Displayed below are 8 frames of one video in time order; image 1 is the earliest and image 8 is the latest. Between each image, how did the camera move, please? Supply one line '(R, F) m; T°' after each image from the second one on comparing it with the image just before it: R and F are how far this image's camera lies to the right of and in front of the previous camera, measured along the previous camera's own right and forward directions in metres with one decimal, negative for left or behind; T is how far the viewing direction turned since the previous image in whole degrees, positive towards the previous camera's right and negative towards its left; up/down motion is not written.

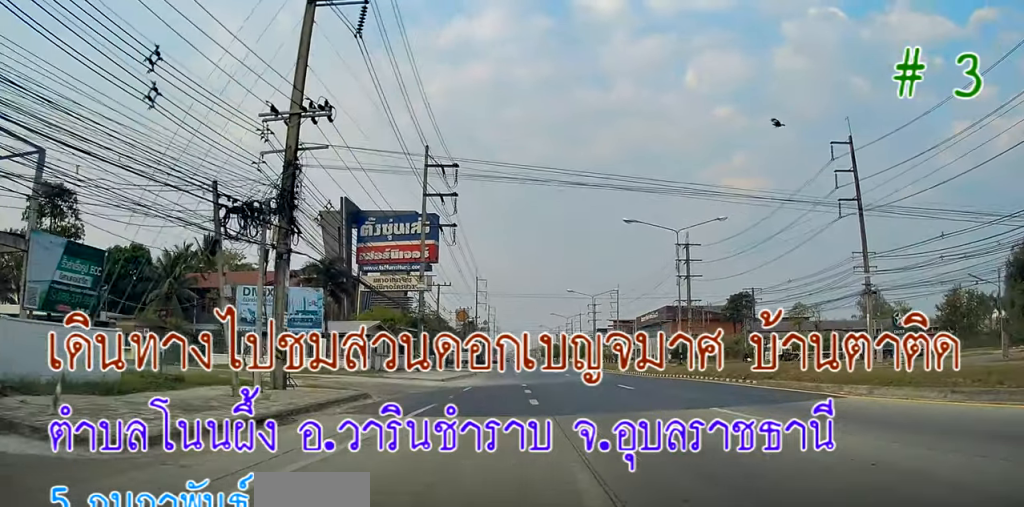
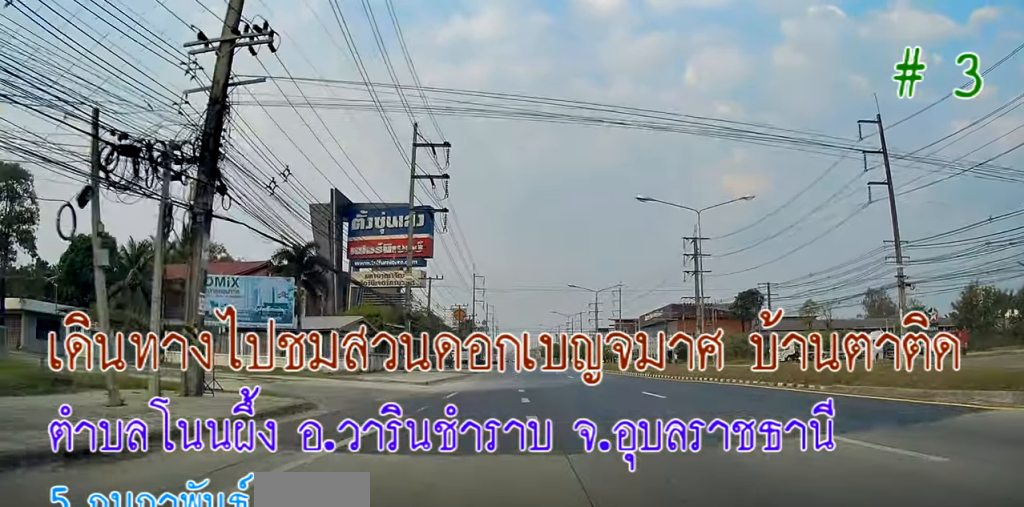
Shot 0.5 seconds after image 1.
(0.0, +5.8) m; -1°
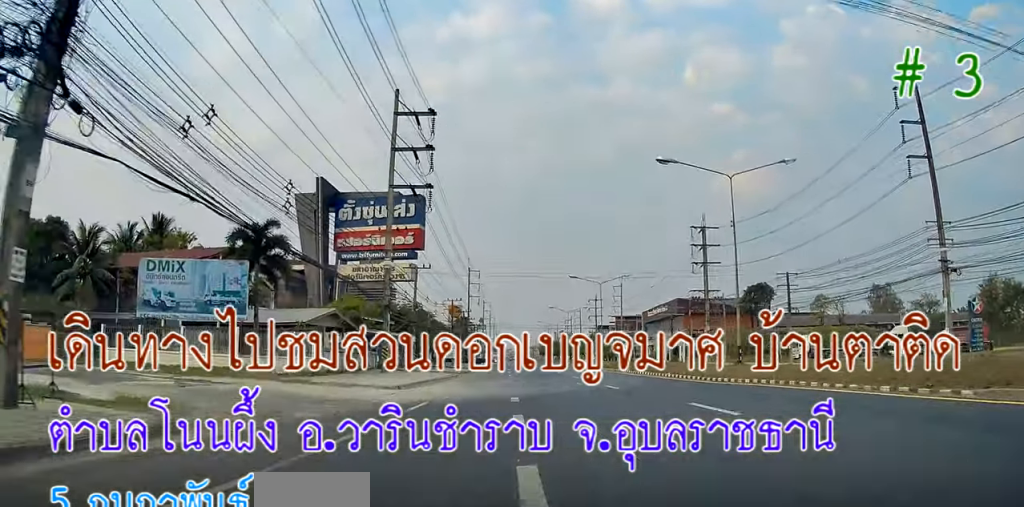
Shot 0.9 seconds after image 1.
(-0.1, +6.2) m; +1°
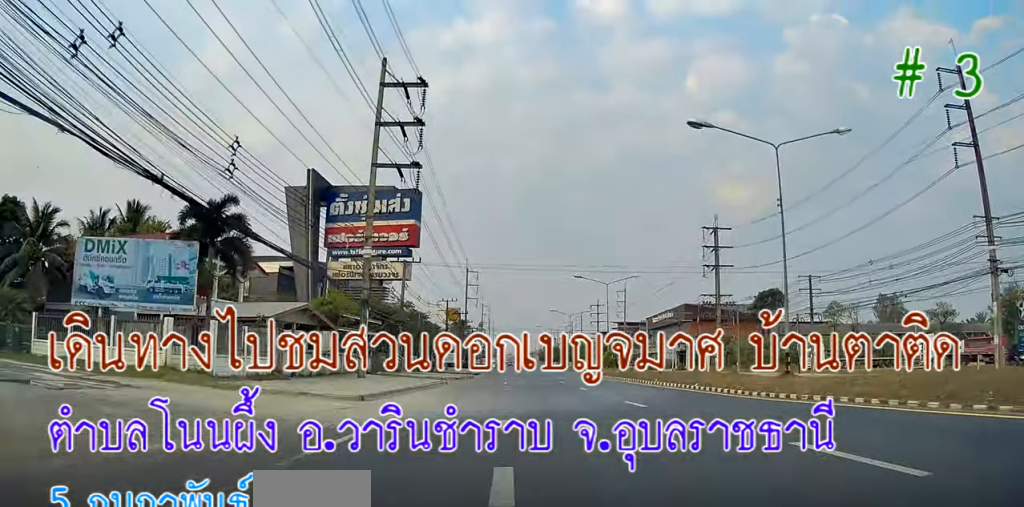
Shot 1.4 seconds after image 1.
(-0.1, +5.8) m; 0°
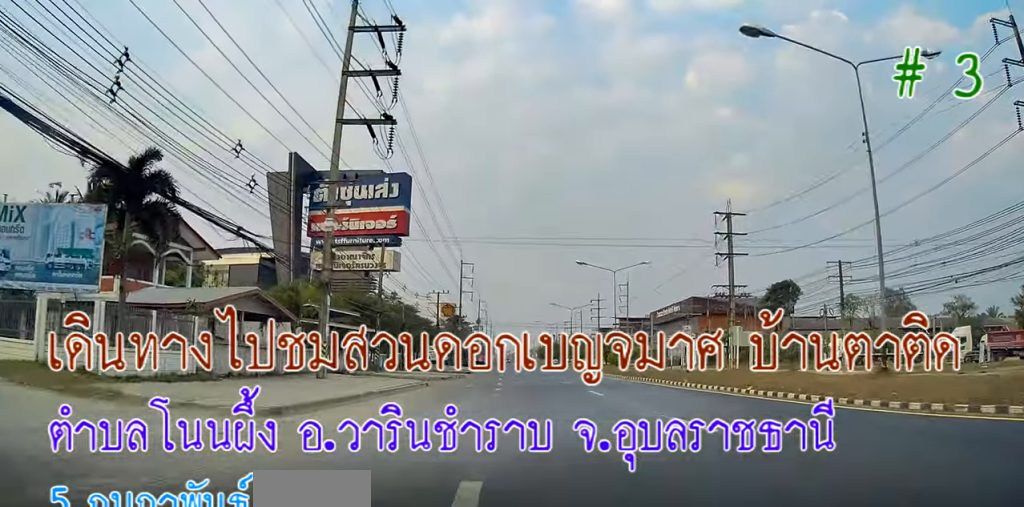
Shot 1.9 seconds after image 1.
(+0.2, +7.2) m; +1°
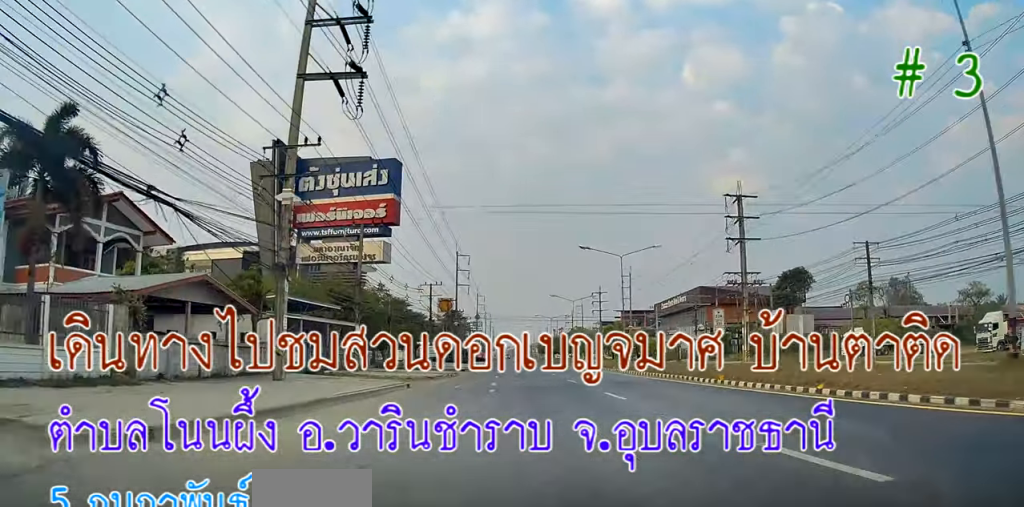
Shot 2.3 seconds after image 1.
(+0.1, +5.4) m; +1°
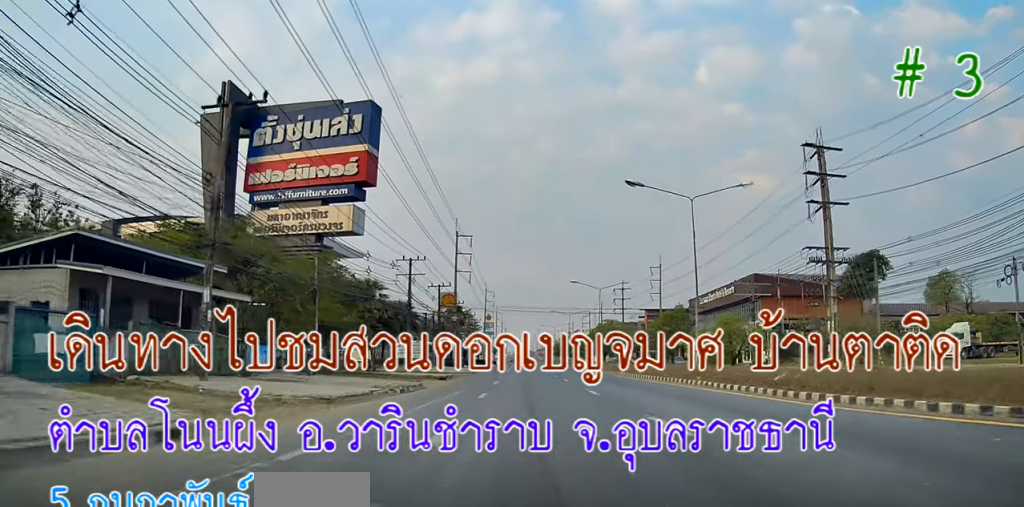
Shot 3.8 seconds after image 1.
(-0.2, +19.8) m; -2°
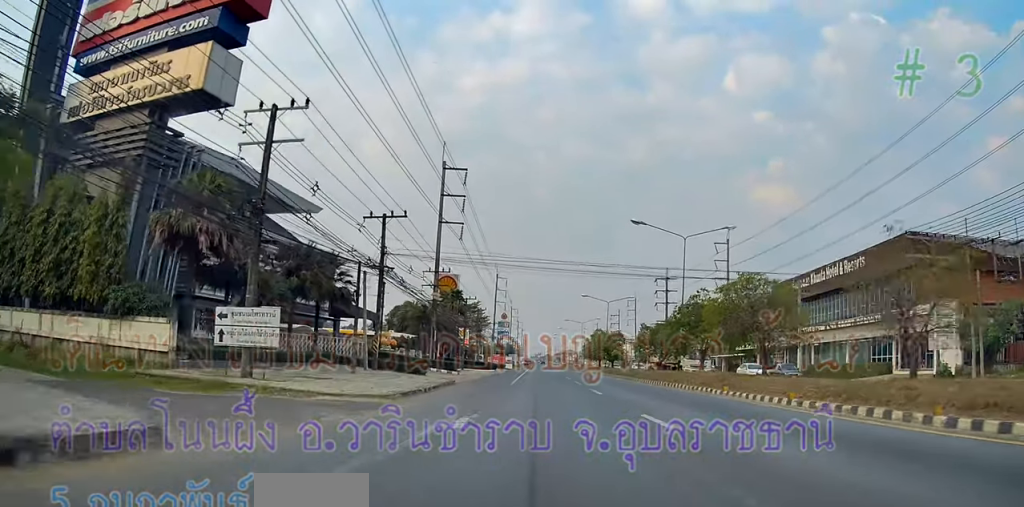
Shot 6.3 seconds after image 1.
(-0.2, +33.5) m; -1°
